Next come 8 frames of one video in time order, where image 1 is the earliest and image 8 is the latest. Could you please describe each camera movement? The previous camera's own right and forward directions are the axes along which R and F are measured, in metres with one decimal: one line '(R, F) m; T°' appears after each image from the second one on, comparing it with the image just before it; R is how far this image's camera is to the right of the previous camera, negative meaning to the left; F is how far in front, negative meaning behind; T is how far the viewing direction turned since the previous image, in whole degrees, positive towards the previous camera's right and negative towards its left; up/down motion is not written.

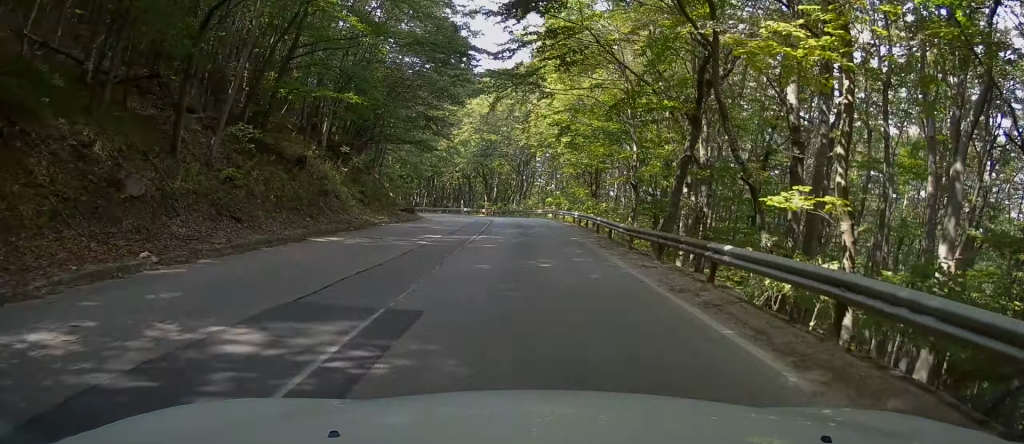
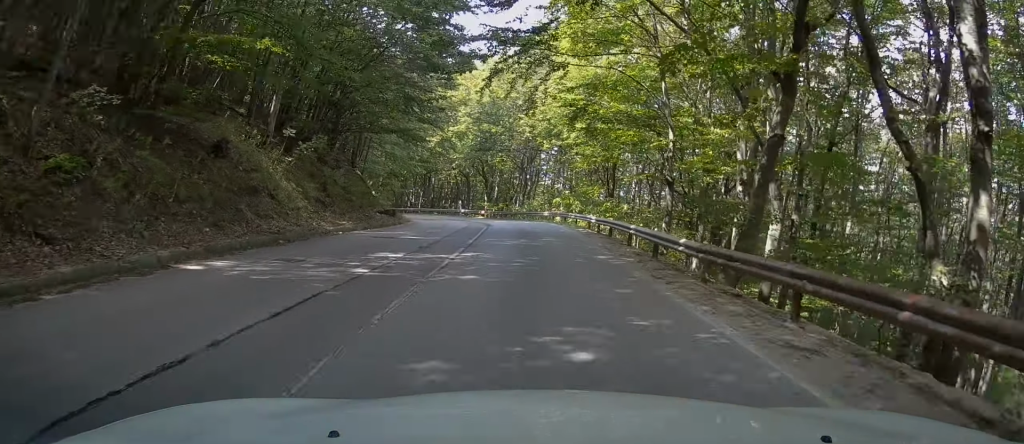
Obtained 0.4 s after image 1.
(0.0, +6.8) m; 0°
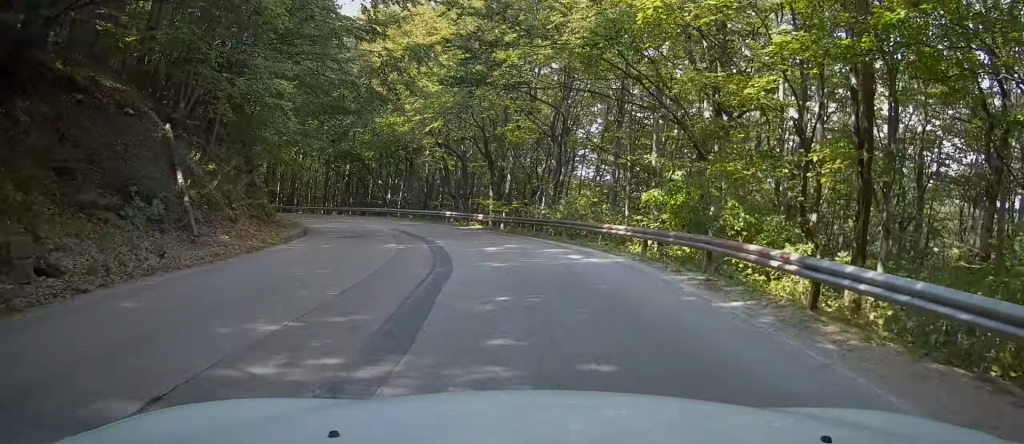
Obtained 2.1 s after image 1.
(-0.2, +26.3) m; -5°
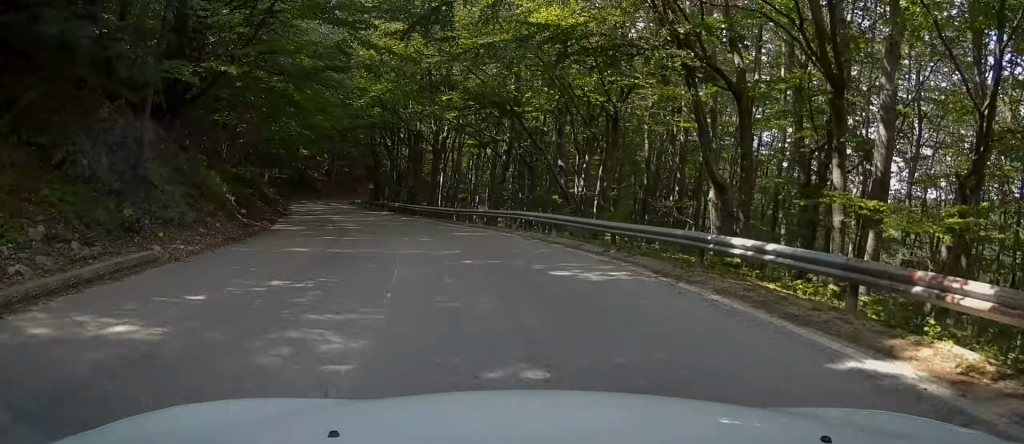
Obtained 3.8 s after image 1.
(-3.6, +26.8) m; -16°
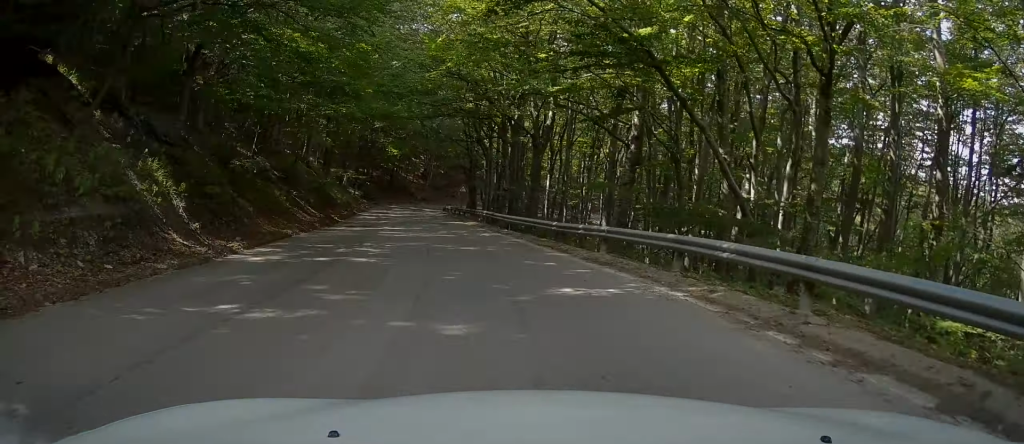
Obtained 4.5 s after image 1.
(-0.6, +11.2) m; -7°
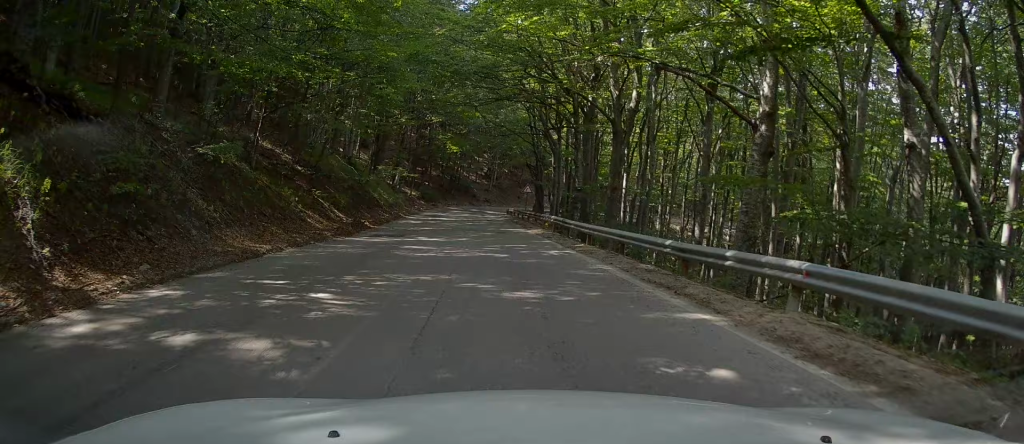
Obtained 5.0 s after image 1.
(-0.3, +7.4) m; -4°
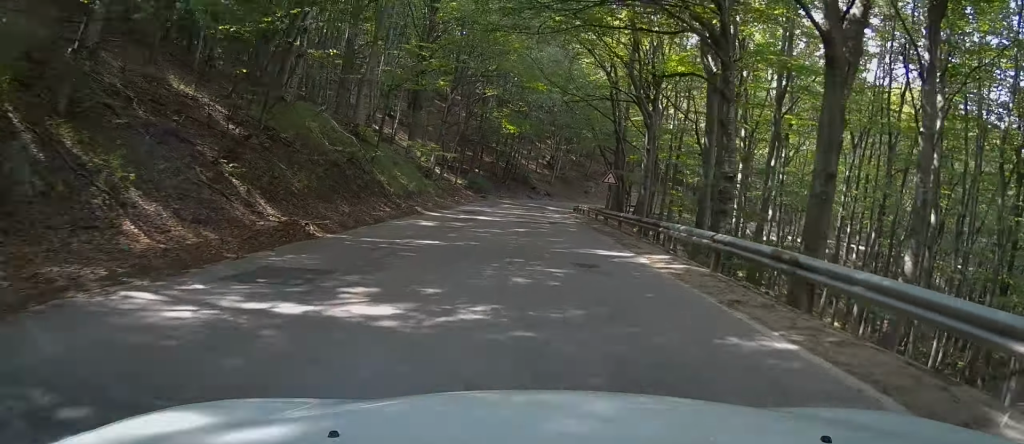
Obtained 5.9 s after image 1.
(-1.0, +15.3) m; -6°
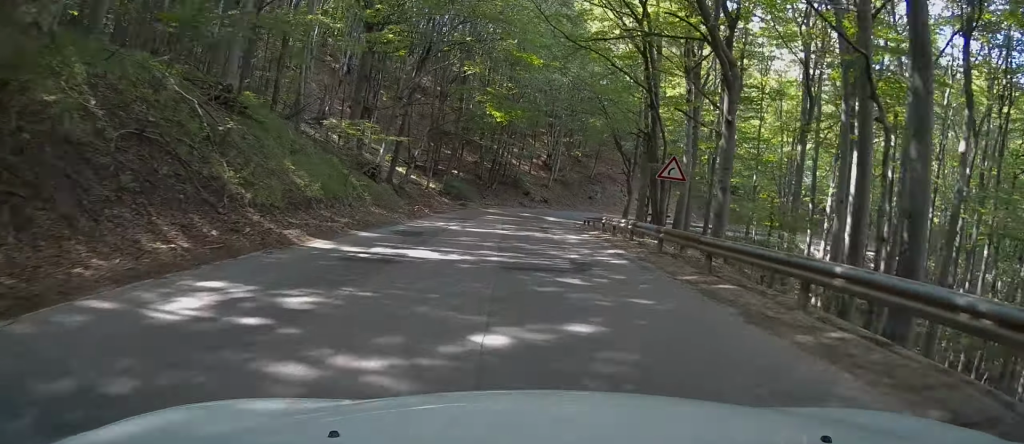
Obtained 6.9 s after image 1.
(-0.5, +15.0) m; -2°
